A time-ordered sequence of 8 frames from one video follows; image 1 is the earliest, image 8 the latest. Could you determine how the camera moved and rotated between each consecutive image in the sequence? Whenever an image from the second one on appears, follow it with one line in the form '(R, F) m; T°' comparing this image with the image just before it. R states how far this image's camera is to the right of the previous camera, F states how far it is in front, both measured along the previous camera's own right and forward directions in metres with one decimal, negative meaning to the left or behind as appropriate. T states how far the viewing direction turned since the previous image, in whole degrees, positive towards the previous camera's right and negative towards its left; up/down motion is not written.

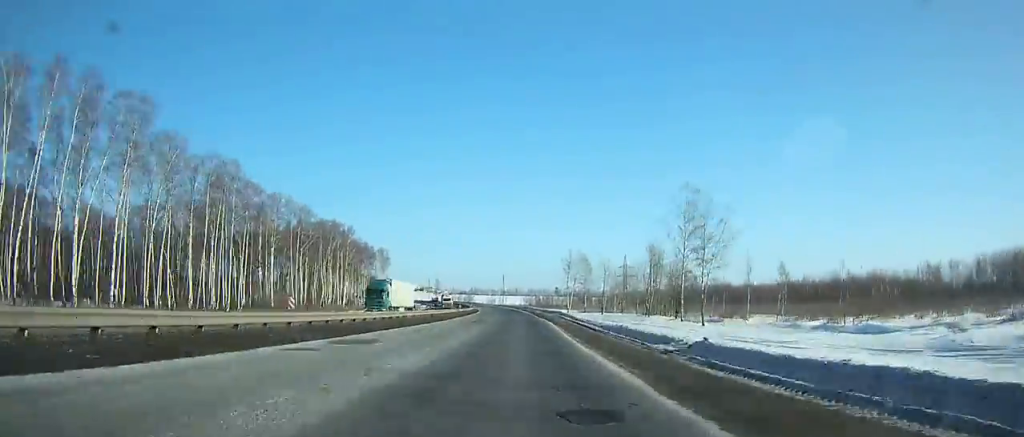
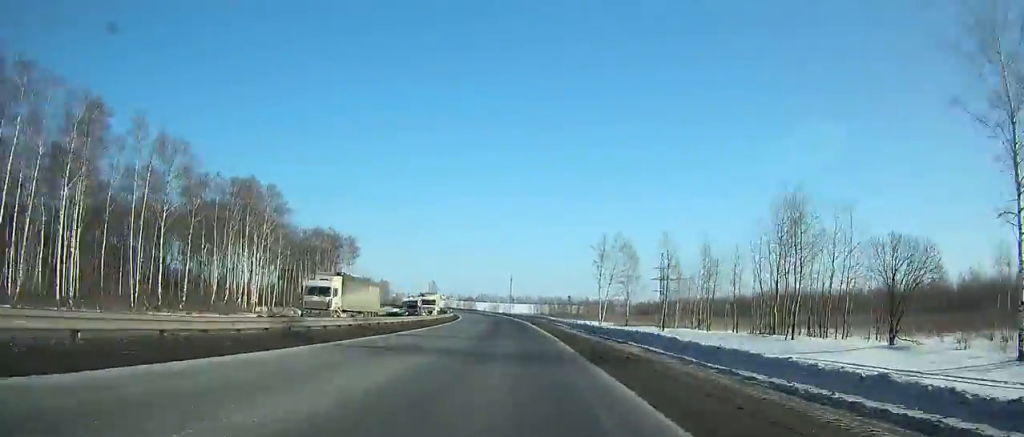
(-0.2, +55.4) m; -1°
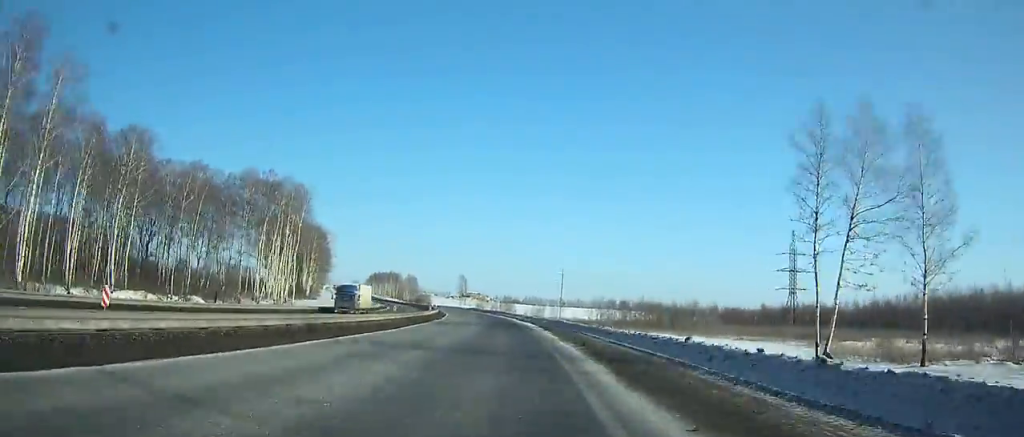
(-2.5, +75.4) m; -5°
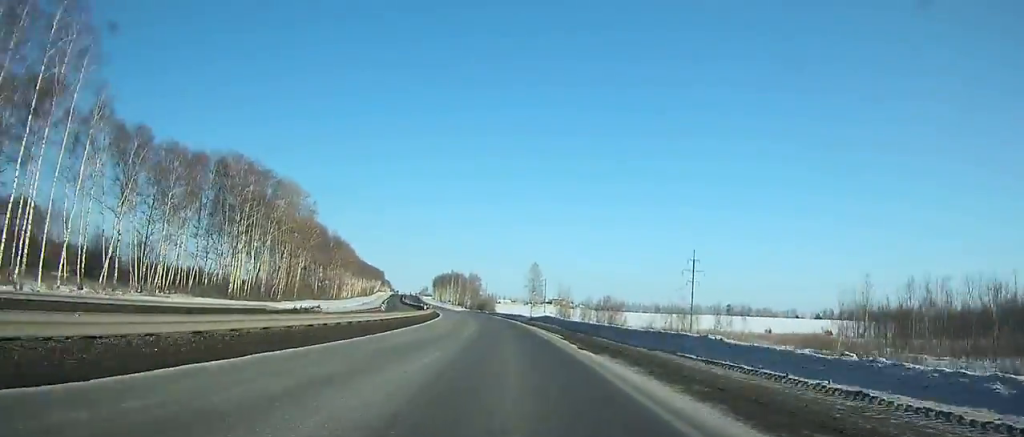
(-6.7, +95.9) m; -9°
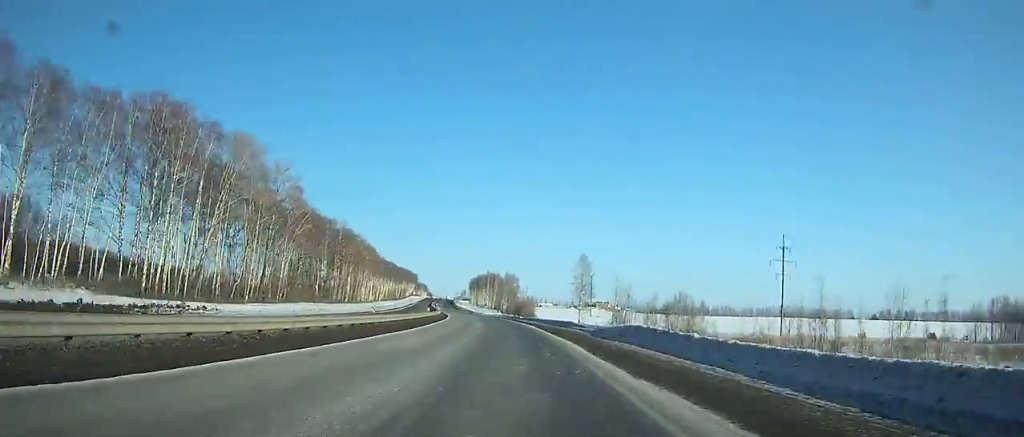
(-1.2, +34.6) m; -3°
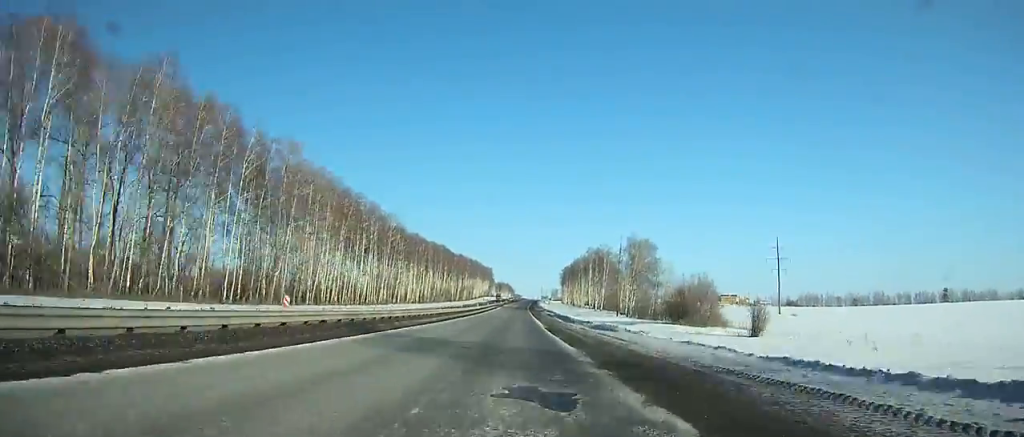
(-11.6, +132.3) m; -8°
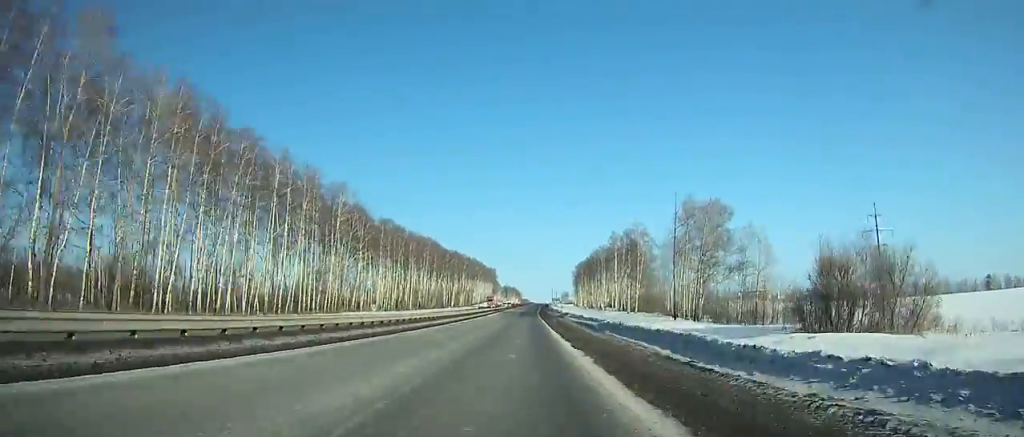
(-0.6, +47.2) m; -1°
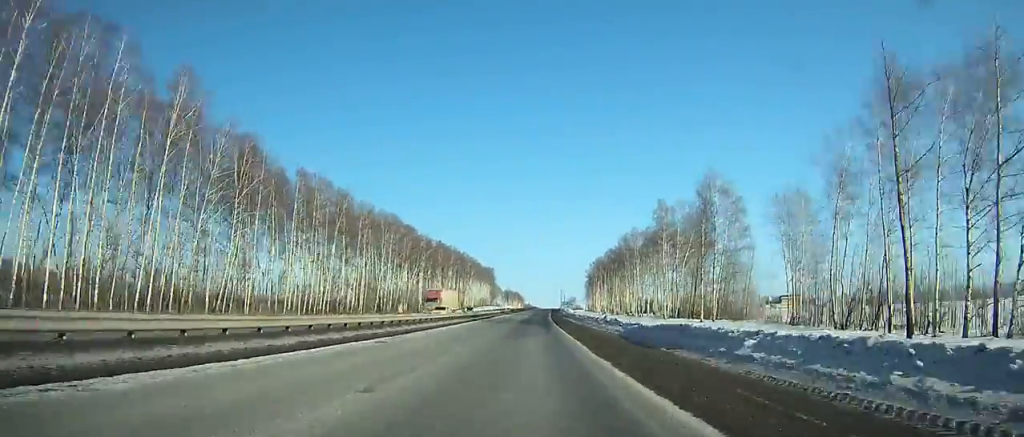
(-0.5, +57.1) m; 0°
